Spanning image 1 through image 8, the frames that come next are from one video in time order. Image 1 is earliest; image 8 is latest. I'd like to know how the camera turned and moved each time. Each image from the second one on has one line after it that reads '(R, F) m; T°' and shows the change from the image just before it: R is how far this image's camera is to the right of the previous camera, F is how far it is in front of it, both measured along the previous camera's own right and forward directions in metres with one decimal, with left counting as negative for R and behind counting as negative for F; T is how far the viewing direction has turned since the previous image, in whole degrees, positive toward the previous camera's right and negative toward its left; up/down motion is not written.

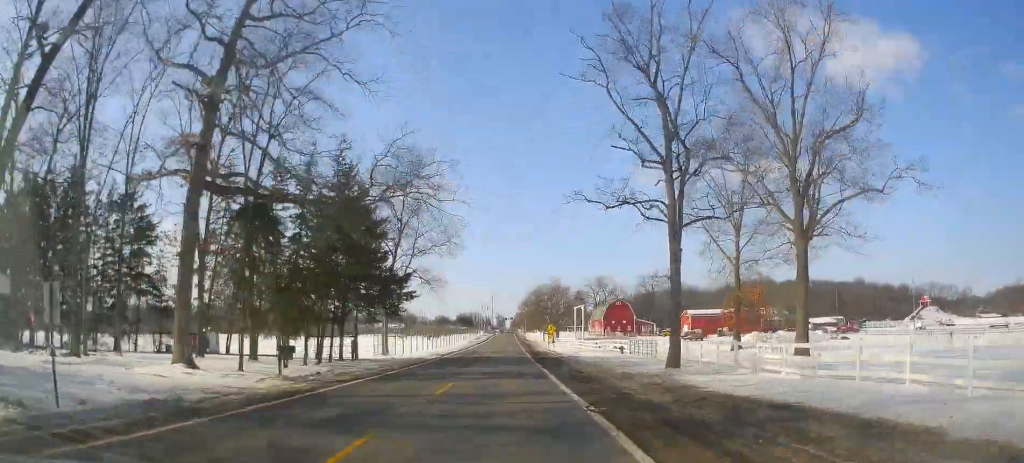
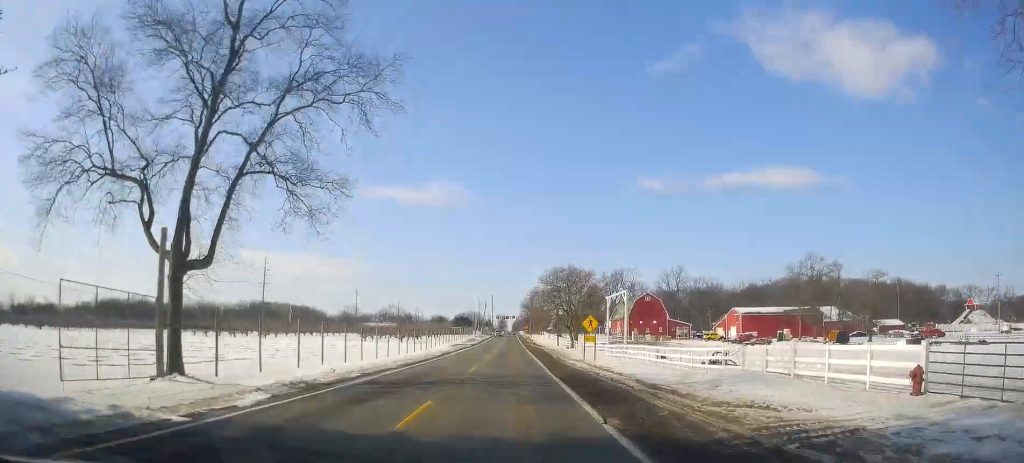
(+0.2, +35.7) m; 0°
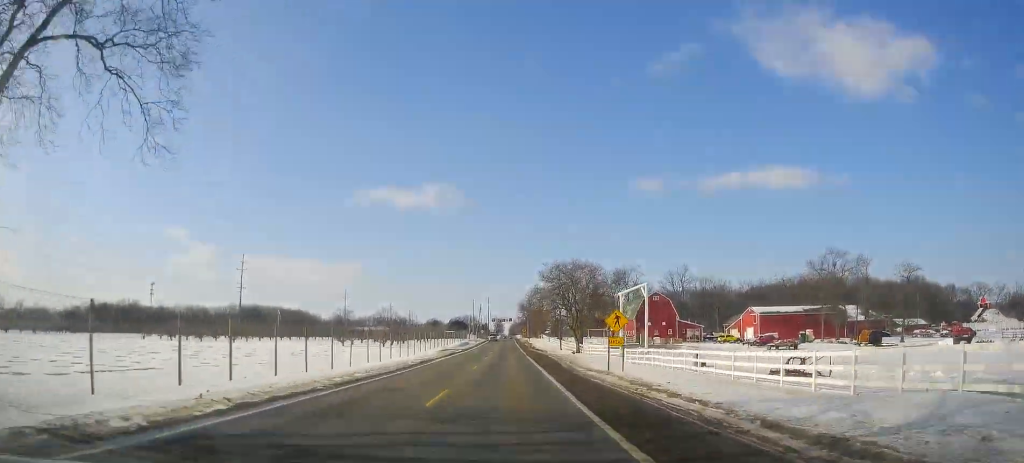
(-0.3, +11.6) m; -1°
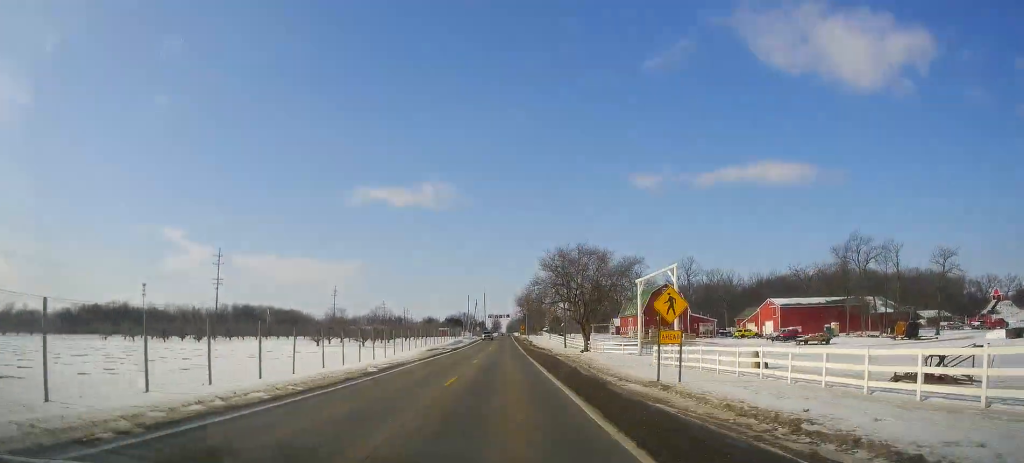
(-0.1, +10.8) m; 0°
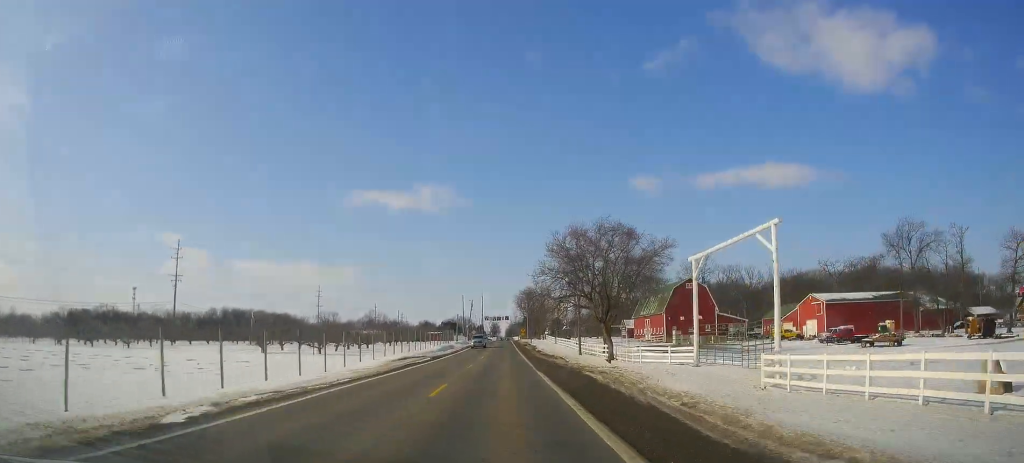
(0.0, +17.8) m; +1°
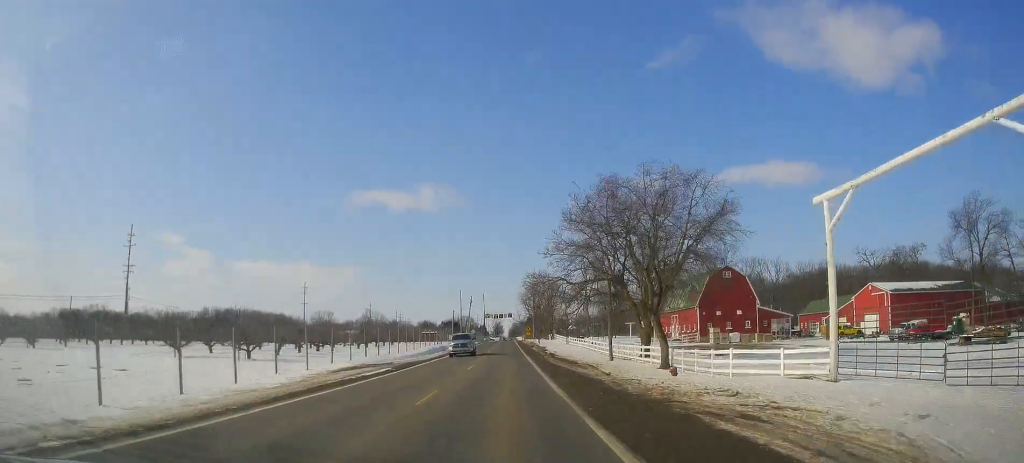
(+0.3, +17.6) m; 0°
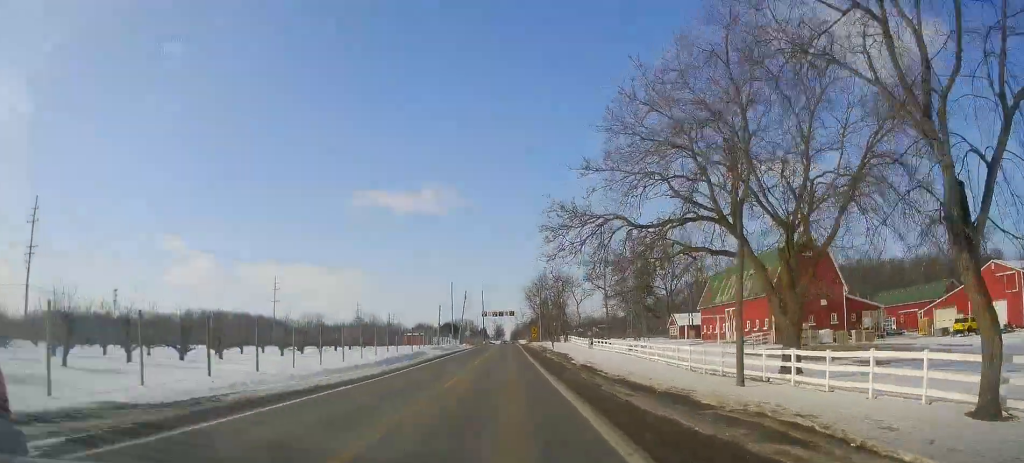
(-0.2, +25.6) m; 0°
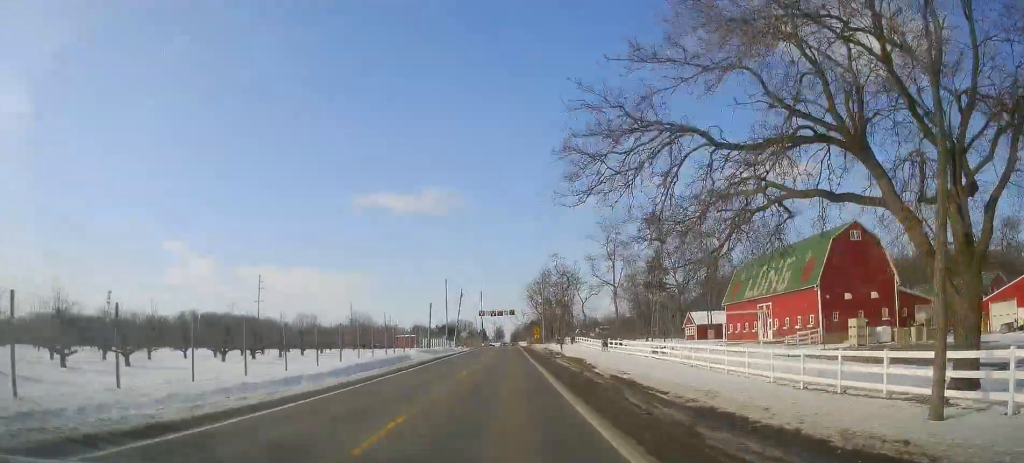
(0.0, +10.4) m; 0°
